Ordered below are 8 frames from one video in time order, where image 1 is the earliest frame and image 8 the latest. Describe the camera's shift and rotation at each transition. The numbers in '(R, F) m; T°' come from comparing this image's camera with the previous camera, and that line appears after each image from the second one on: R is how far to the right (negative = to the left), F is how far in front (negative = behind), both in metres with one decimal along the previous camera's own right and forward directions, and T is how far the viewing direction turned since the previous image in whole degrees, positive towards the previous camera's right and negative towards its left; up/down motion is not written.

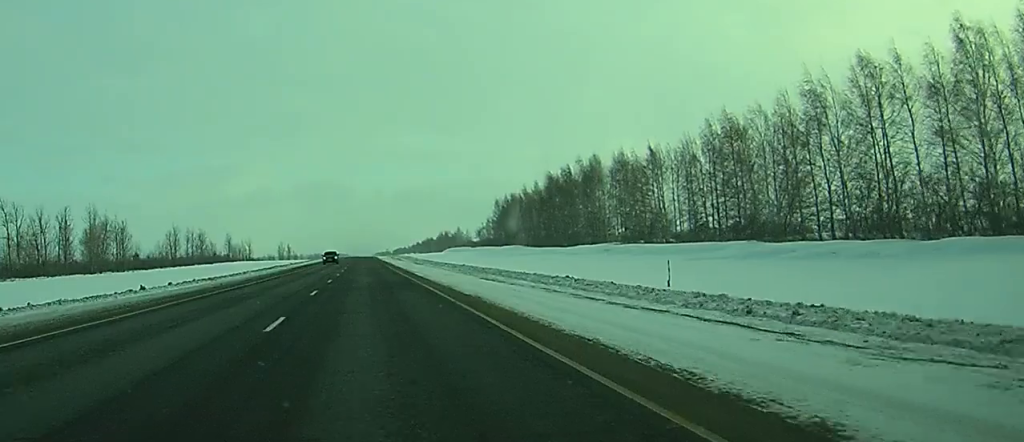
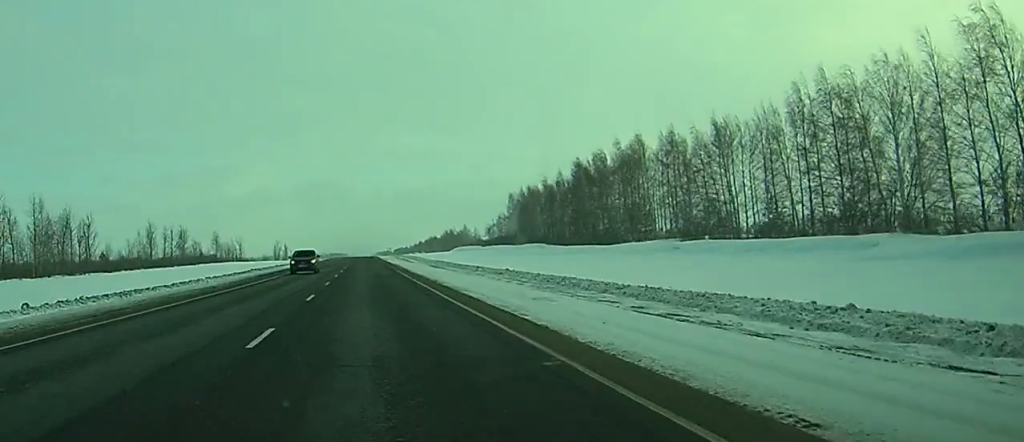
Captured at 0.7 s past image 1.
(+0.1, +26.0) m; 0°
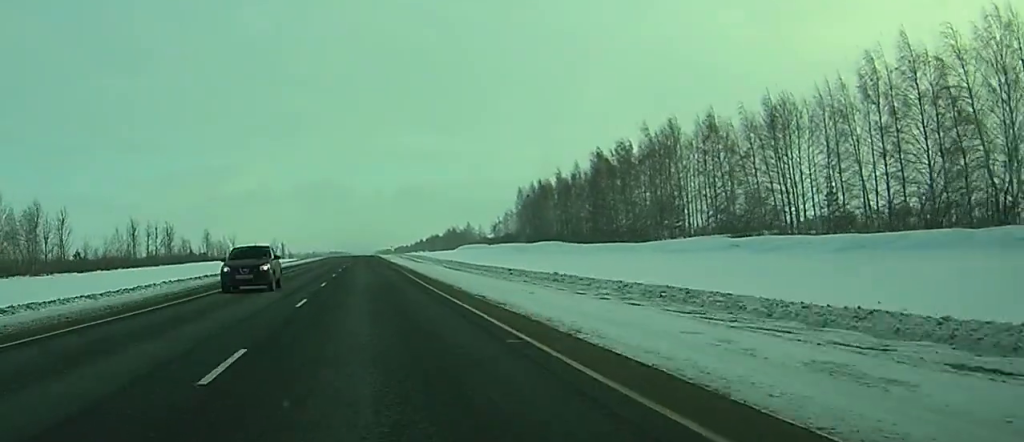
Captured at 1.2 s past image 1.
(0.0, +15.4) m; 0°
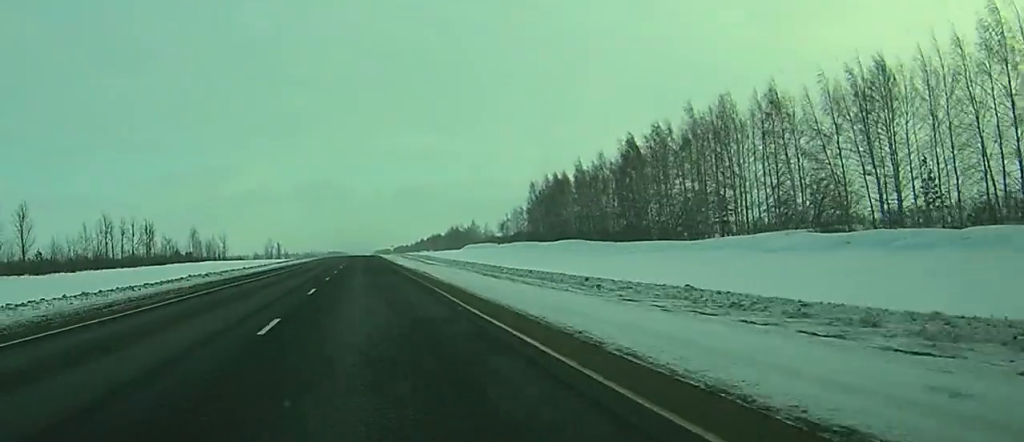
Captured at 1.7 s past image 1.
(0.0, +18.9) m; 0°
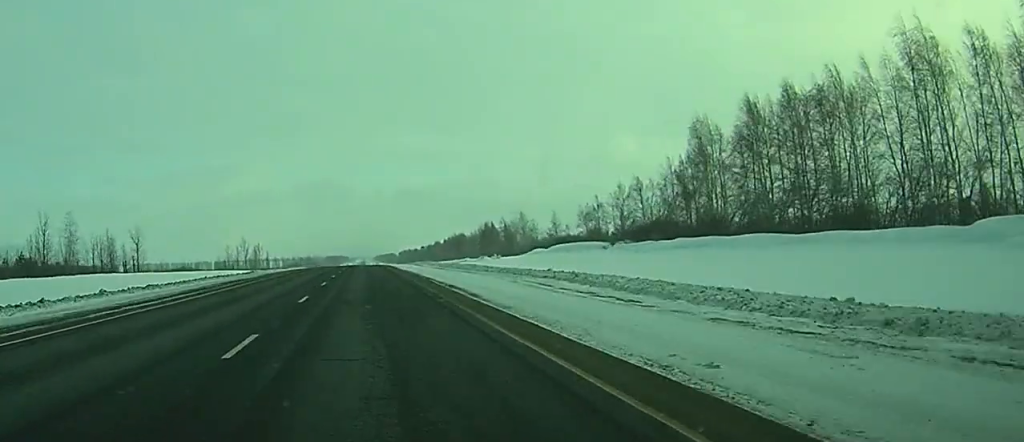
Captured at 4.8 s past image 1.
(-0.6, +110.7) m; 0°
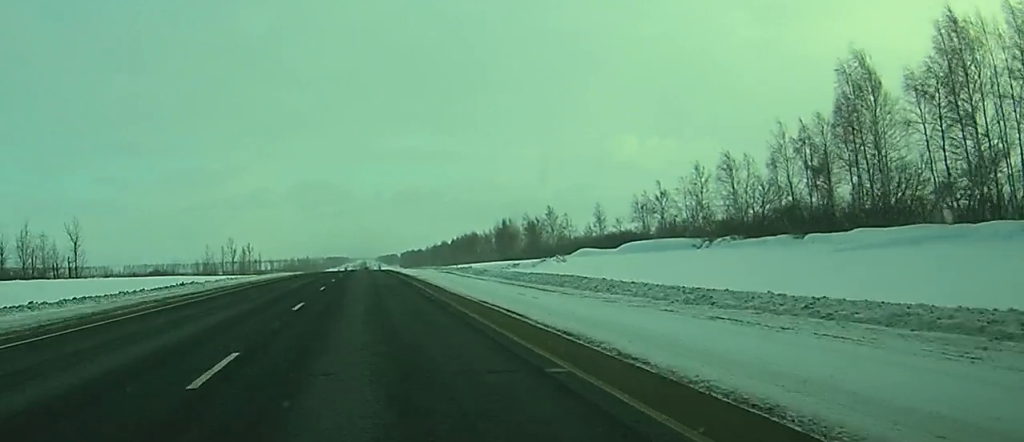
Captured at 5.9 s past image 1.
(0.0, +38.3) m; 0°
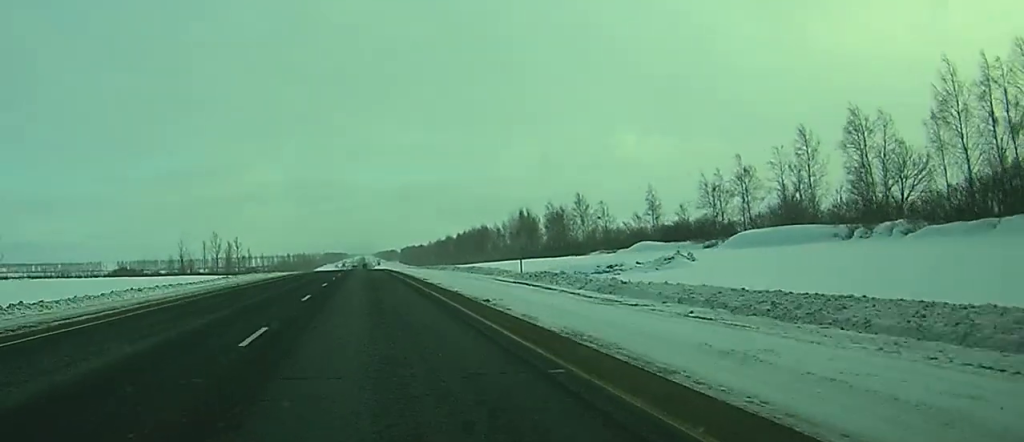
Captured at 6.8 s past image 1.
(0.0, +32.3) m; 0°
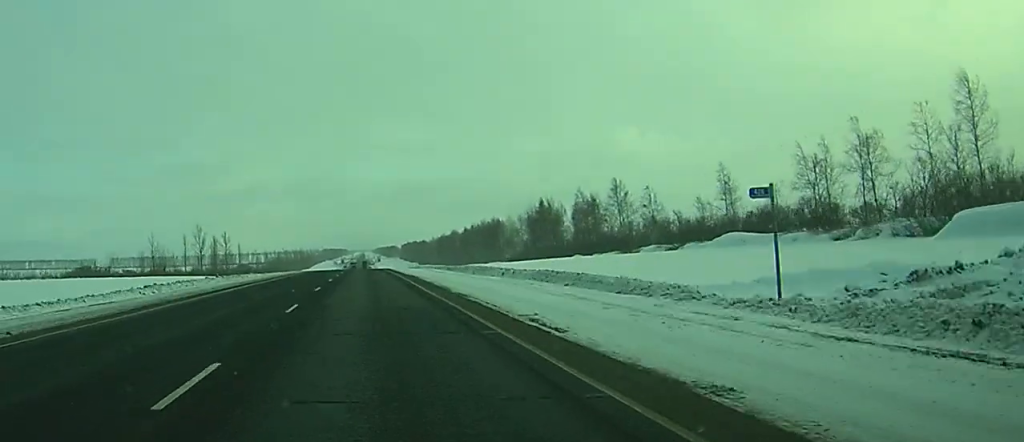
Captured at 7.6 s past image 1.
(0.0, +28.8) m; 0°
